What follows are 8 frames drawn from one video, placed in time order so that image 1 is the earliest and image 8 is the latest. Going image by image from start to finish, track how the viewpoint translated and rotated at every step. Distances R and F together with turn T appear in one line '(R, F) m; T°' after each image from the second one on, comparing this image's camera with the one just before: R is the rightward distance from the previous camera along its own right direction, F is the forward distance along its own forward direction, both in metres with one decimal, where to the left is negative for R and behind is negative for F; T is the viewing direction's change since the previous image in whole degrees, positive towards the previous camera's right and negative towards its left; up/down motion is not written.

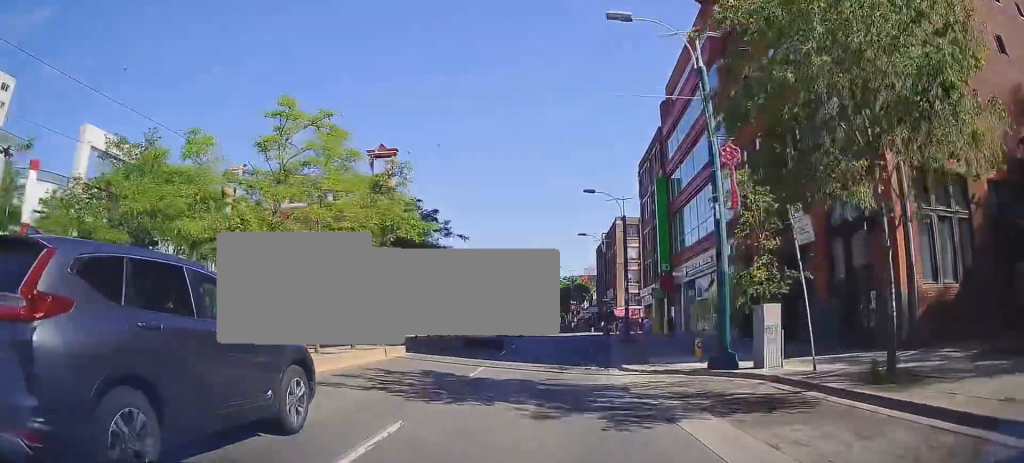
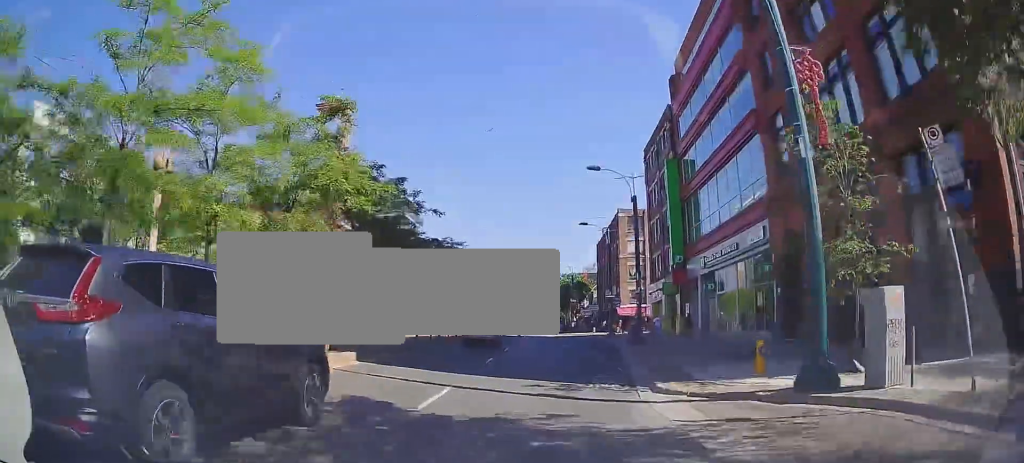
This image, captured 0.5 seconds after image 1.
(+0.2, +5.2) m; 0°
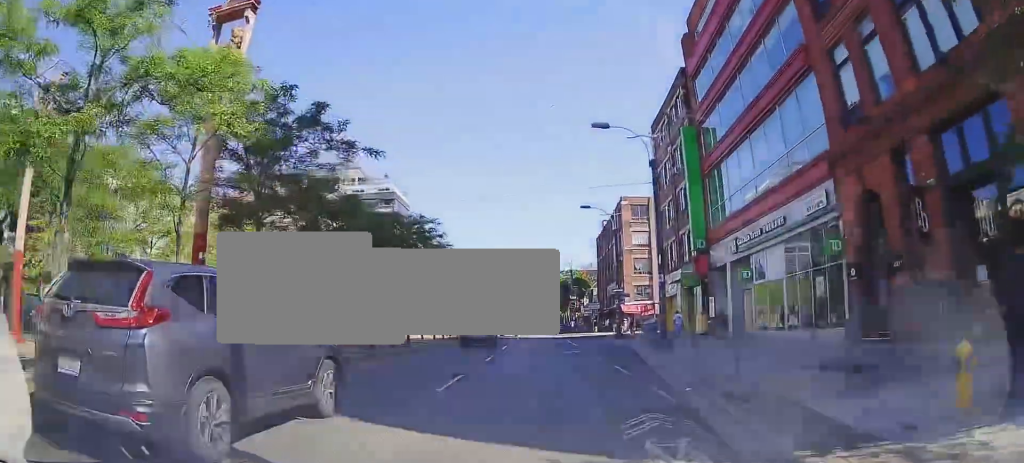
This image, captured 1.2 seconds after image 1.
(0.0, +6.9) m; 0°
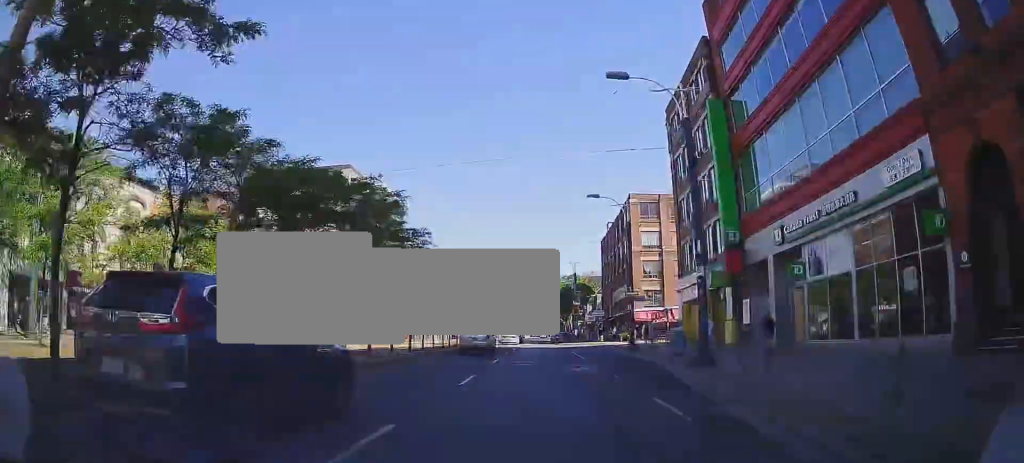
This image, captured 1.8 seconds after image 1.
(-0.1, +5.8) m; 0°
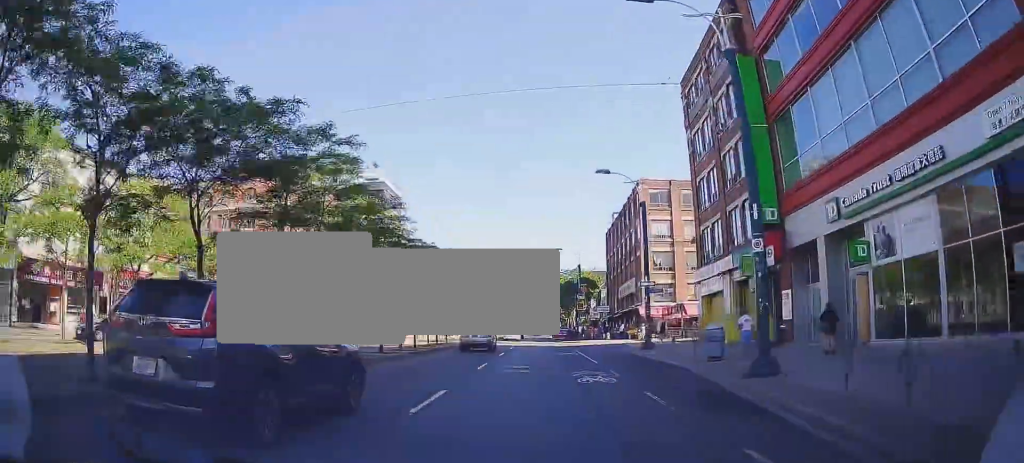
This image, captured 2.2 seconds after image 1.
(+0.1, +4.9) m; 0°
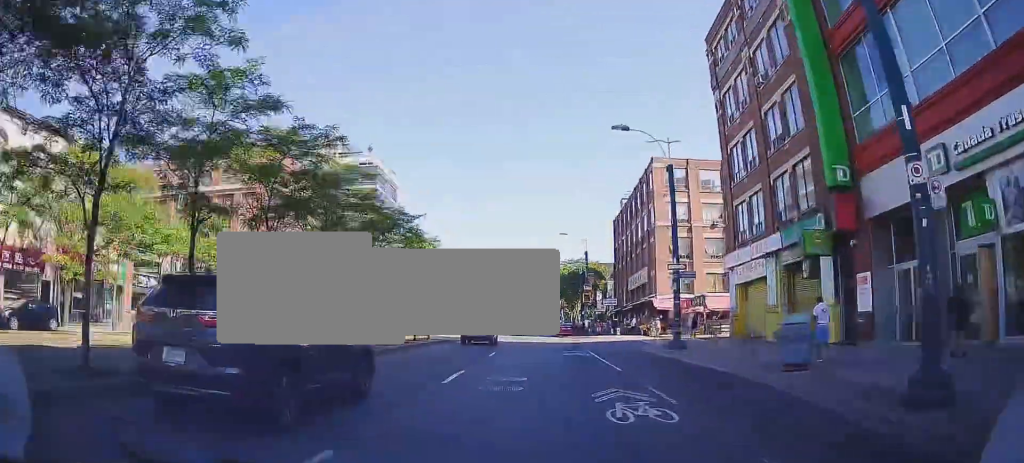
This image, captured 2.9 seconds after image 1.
(0.0, +6.0) m; 0°
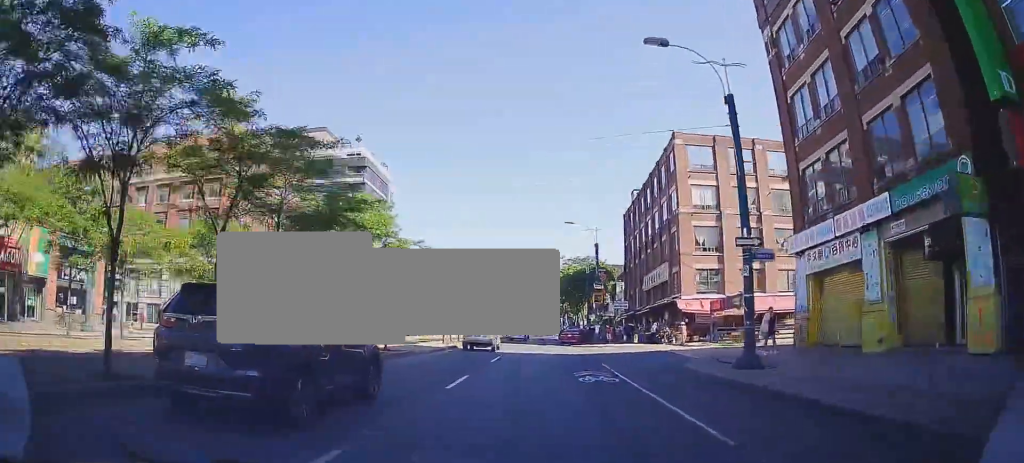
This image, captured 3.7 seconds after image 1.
(-0.1, +8.2) m; +1°
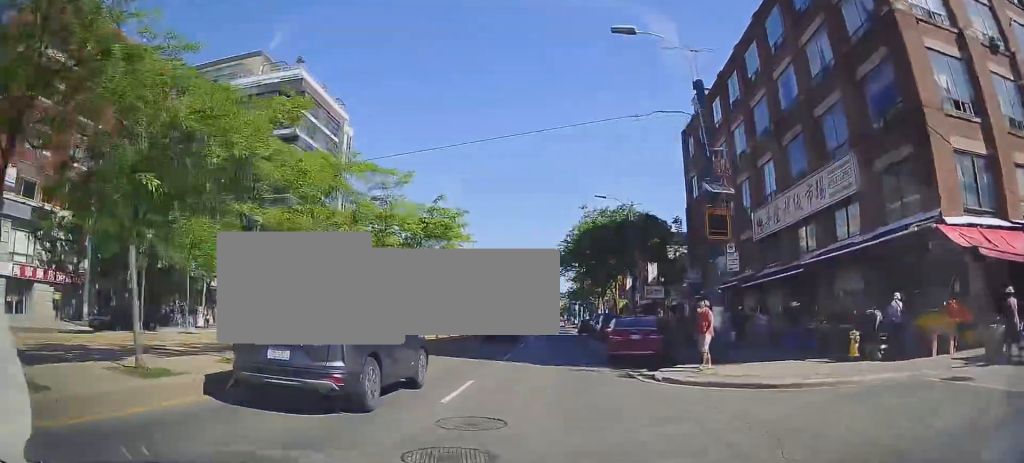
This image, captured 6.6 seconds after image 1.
(-0.5, +30.0) m; -2°
